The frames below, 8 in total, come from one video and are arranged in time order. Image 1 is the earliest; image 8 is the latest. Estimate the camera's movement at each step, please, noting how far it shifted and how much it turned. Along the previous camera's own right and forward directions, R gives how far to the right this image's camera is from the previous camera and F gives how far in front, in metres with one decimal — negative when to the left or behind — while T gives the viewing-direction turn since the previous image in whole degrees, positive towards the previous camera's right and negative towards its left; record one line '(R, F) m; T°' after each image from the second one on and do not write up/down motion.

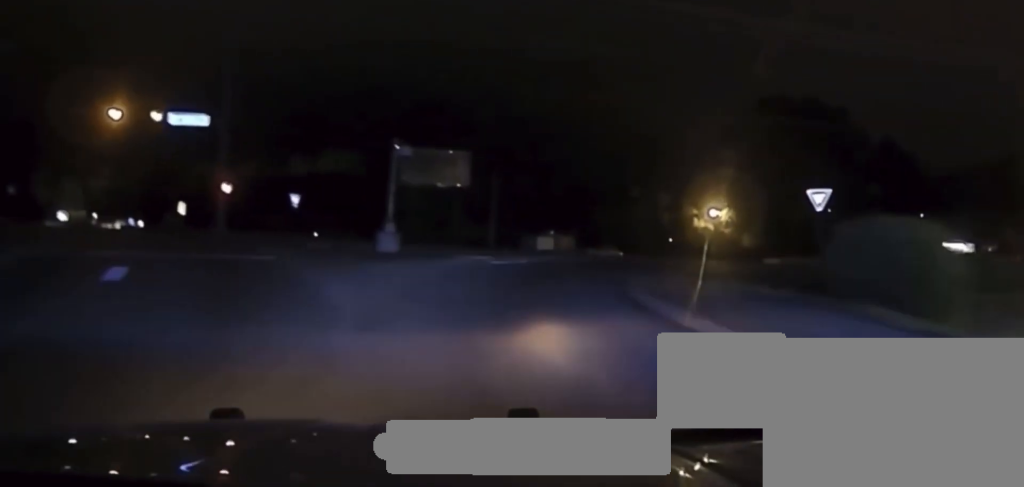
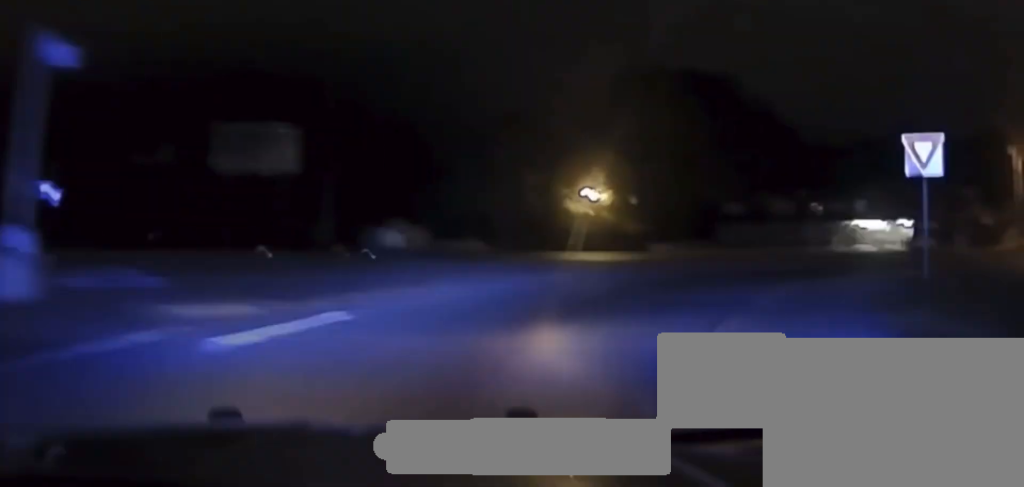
(+2.3, +17.4) m; +12°
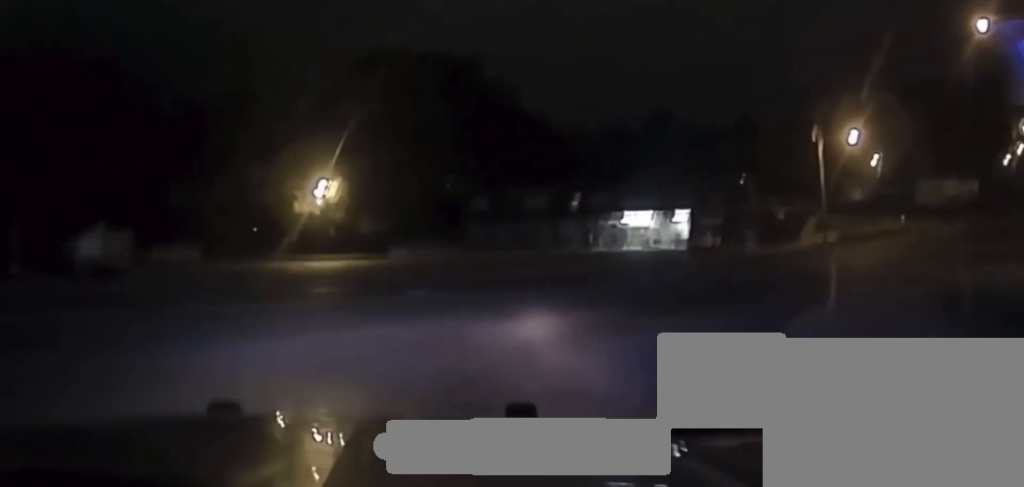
(+1.2, +12.9) m; +13°
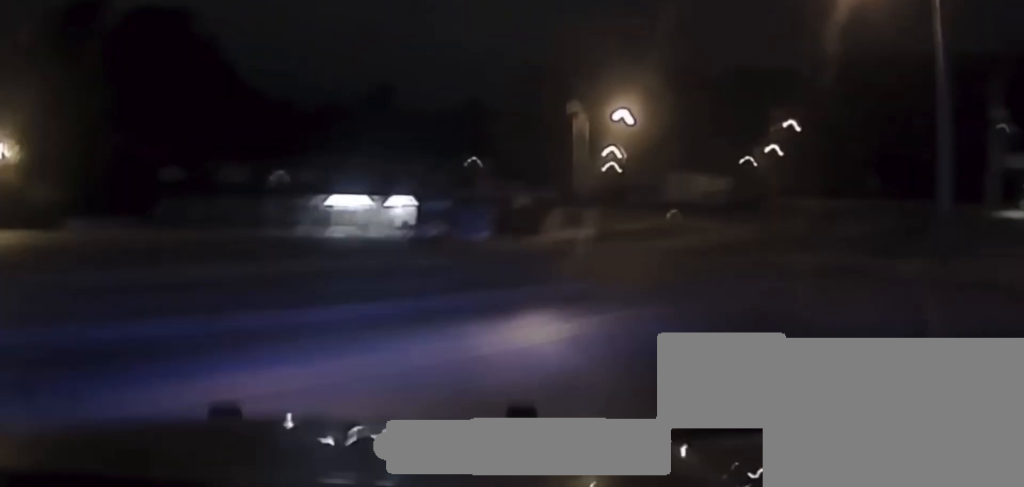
(+0.3, +12.9) m; +16°
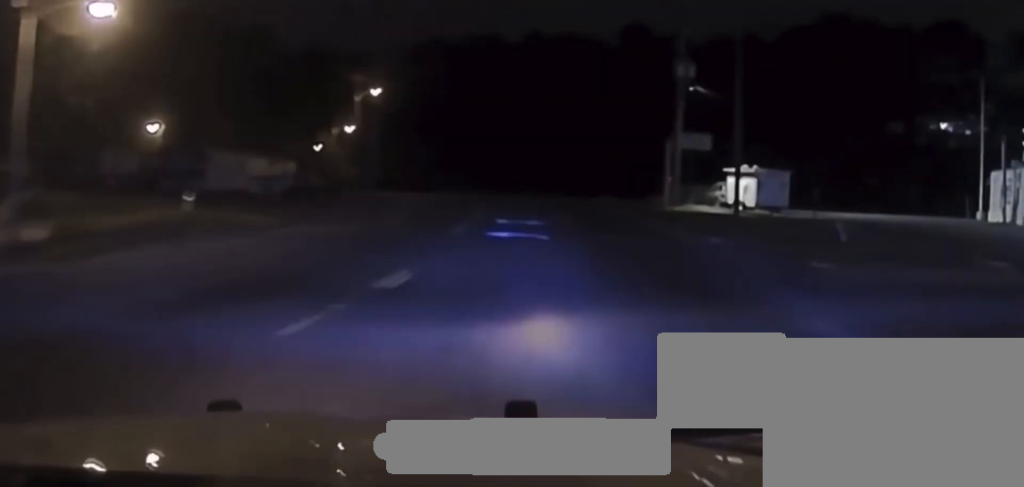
(+8.1, +24.3) m; +24°
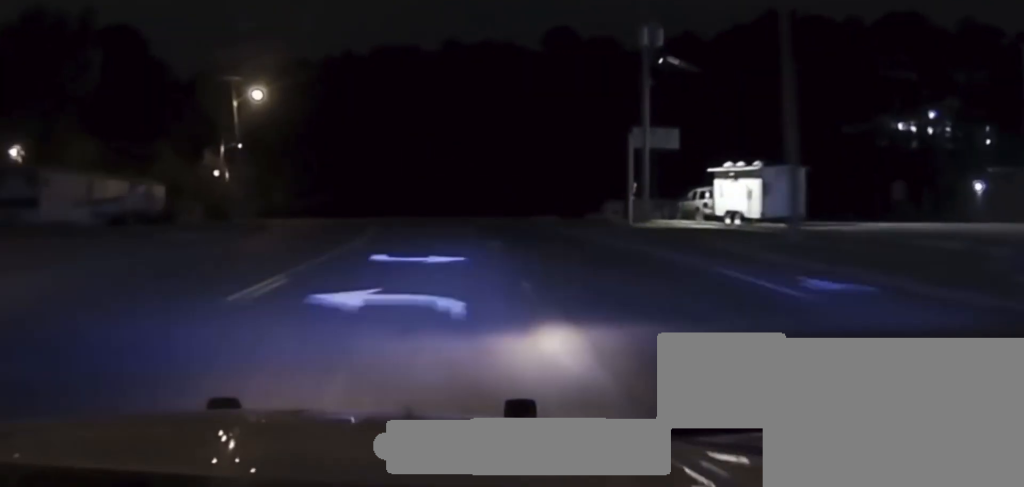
(+1.0, +16.2) m; +3°
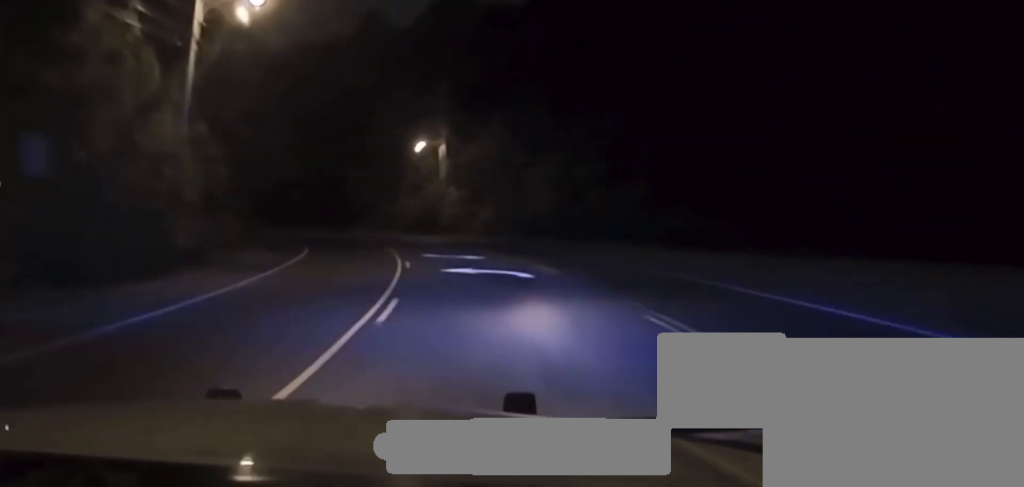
(-11.9, +71.8) m; -22°
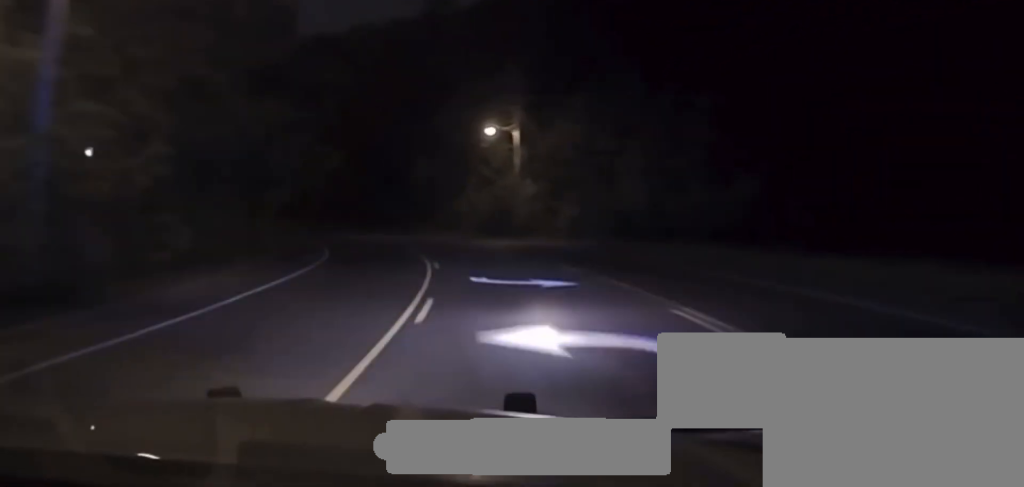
(-0.9, +12.9) m; -5°
